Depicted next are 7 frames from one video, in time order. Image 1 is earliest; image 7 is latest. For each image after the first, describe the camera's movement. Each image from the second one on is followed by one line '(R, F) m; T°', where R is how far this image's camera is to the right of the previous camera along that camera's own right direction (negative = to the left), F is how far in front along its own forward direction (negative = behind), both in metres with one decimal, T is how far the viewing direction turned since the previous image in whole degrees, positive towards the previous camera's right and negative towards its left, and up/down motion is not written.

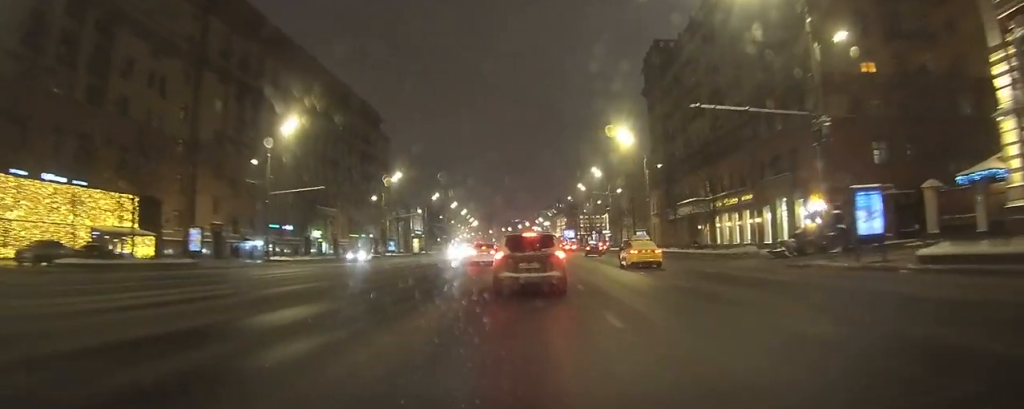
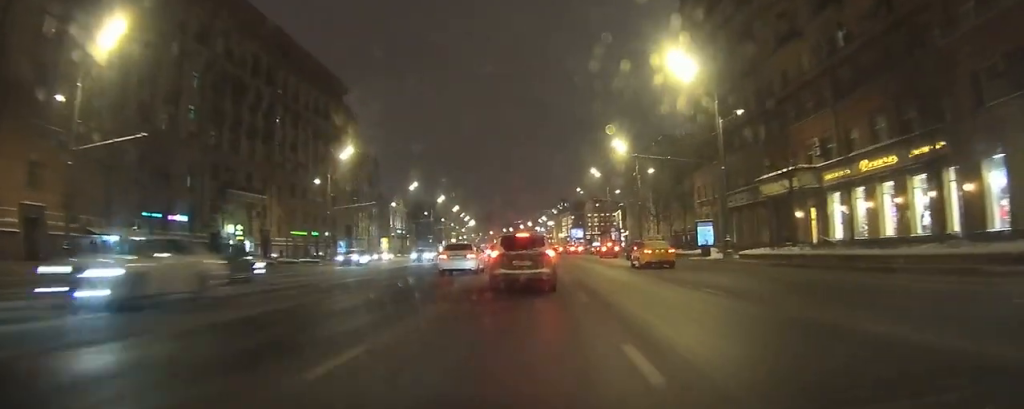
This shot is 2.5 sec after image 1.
(-0.7, +26.3) m; -2°
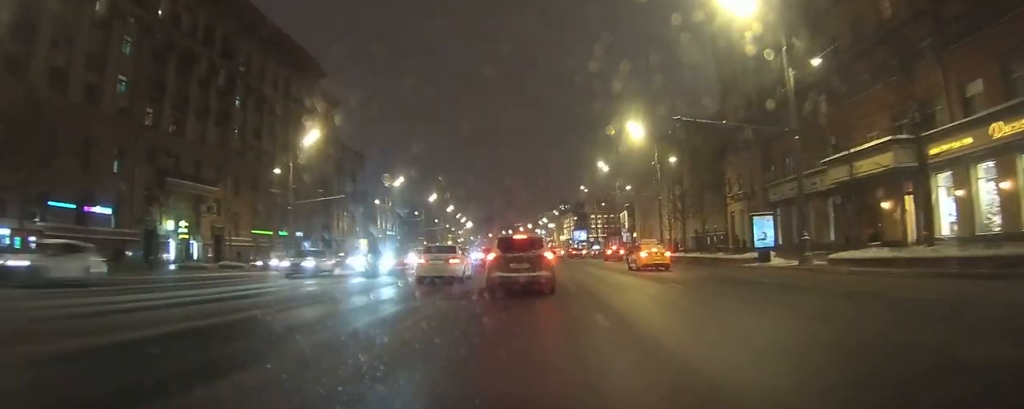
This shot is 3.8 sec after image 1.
(0.0, +11.1) m; 0°
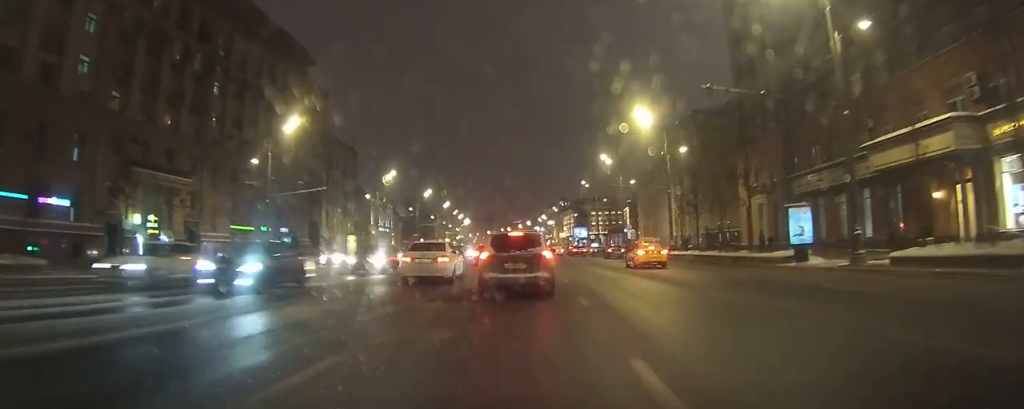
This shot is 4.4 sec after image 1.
(-0.1, +4.4) m; +1°
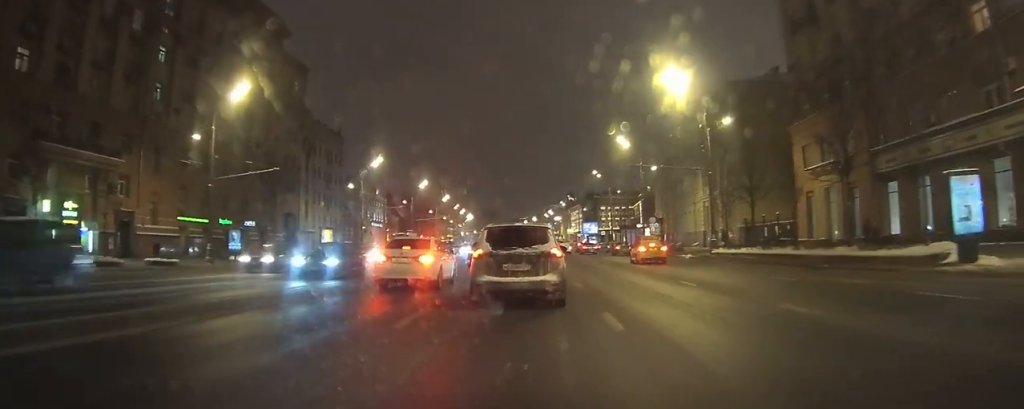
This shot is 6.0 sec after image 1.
(+0.3, +10.1) m; +3°
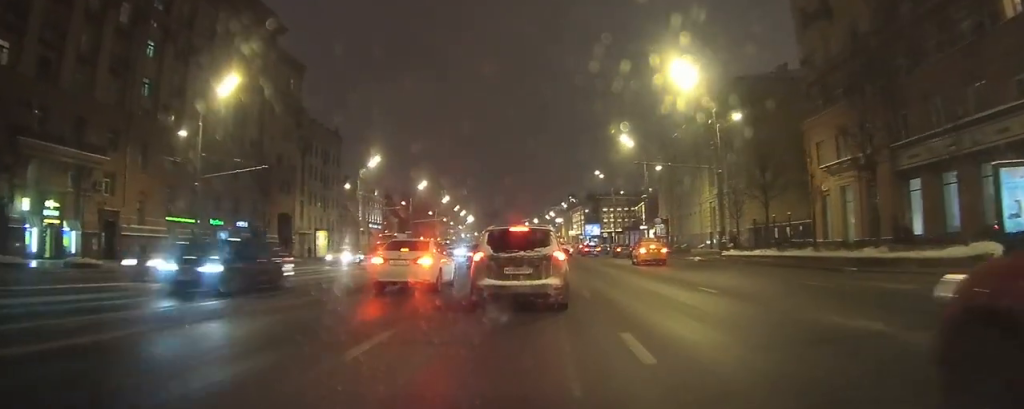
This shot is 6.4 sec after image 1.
(0.0, +2.2) m; 0°
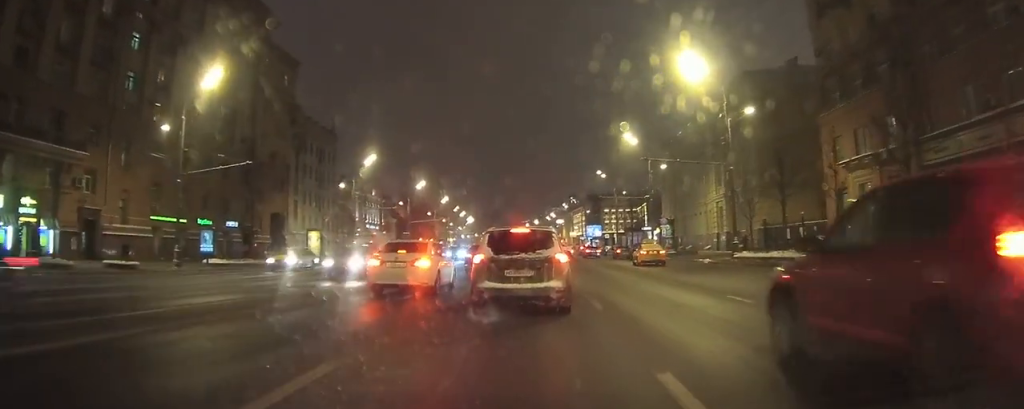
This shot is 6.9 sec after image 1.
(0.0, +2.3) m; +2°
